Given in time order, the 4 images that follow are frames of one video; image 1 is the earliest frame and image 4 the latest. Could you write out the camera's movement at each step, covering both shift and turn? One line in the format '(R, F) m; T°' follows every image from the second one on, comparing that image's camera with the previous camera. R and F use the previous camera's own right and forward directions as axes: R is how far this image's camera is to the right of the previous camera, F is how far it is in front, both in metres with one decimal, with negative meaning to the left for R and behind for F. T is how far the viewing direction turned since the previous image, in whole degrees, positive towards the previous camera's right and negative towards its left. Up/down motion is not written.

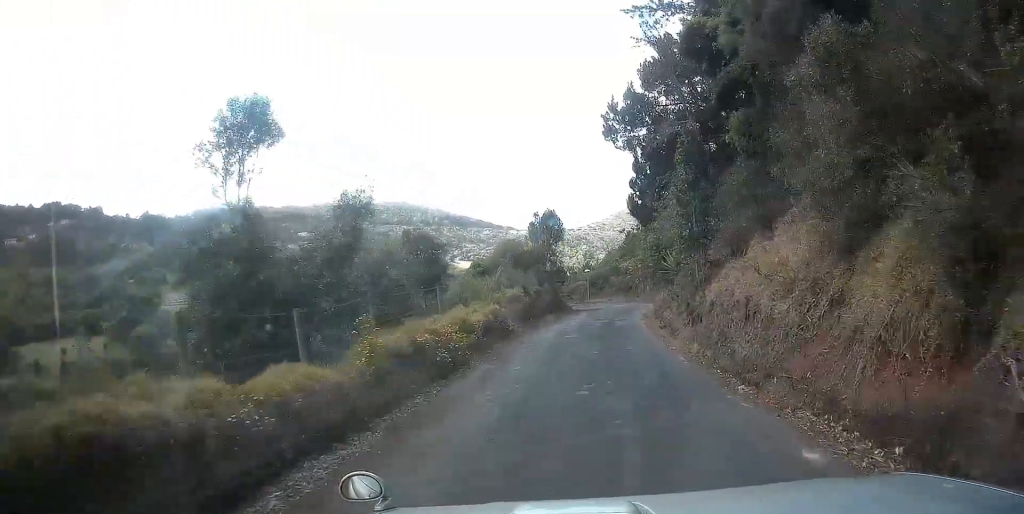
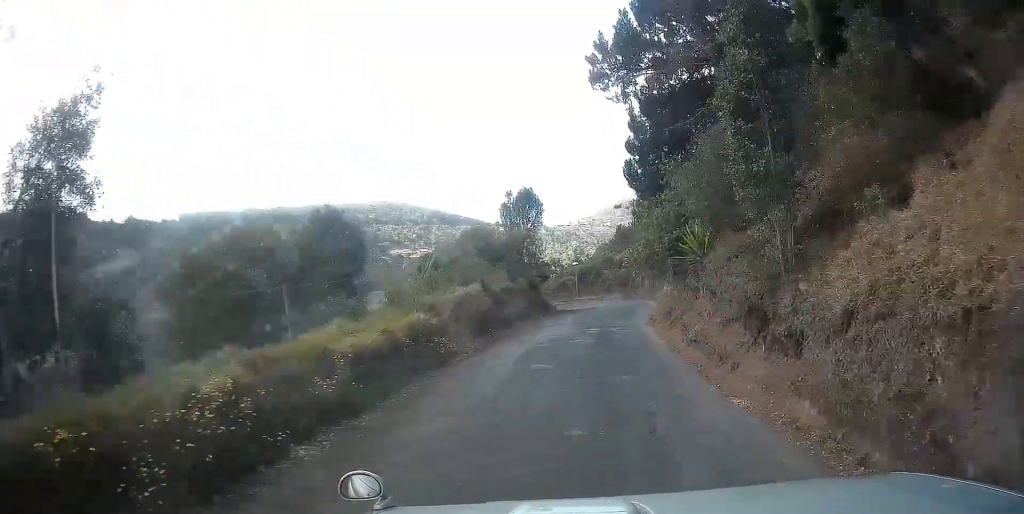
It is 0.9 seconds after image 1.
(+0.1, +8.4) m; +3°
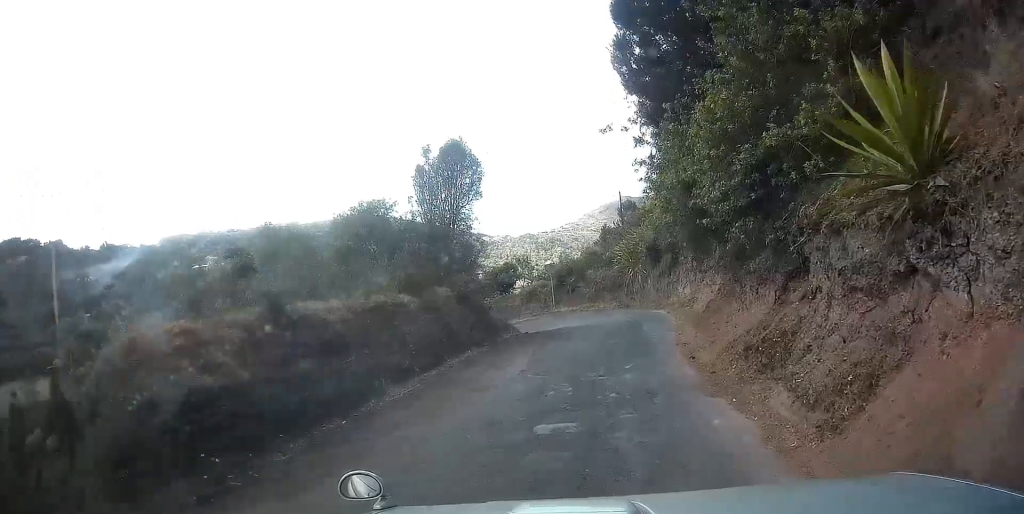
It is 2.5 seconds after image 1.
(+0.6, +13.6) m; +4°
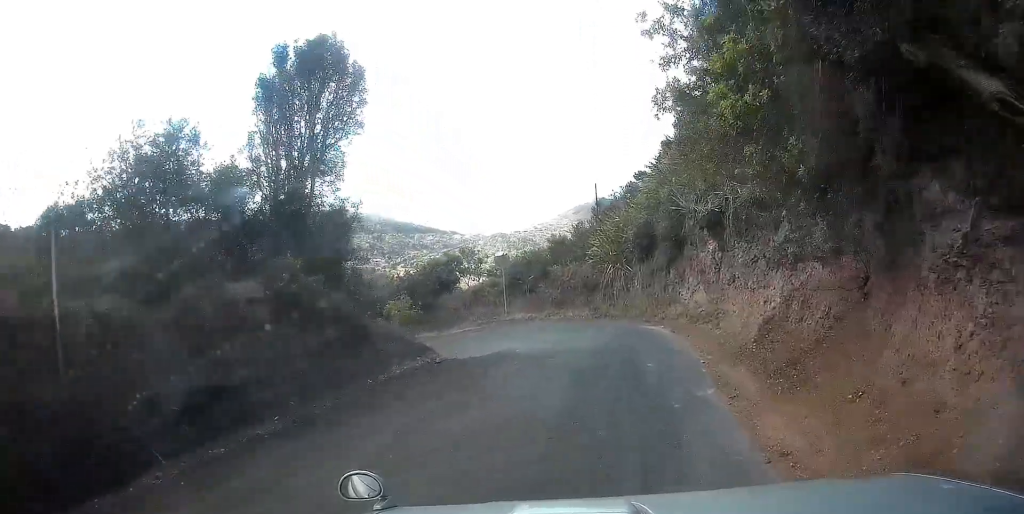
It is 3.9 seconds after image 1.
(+0.3, +9.5) m; +2°
